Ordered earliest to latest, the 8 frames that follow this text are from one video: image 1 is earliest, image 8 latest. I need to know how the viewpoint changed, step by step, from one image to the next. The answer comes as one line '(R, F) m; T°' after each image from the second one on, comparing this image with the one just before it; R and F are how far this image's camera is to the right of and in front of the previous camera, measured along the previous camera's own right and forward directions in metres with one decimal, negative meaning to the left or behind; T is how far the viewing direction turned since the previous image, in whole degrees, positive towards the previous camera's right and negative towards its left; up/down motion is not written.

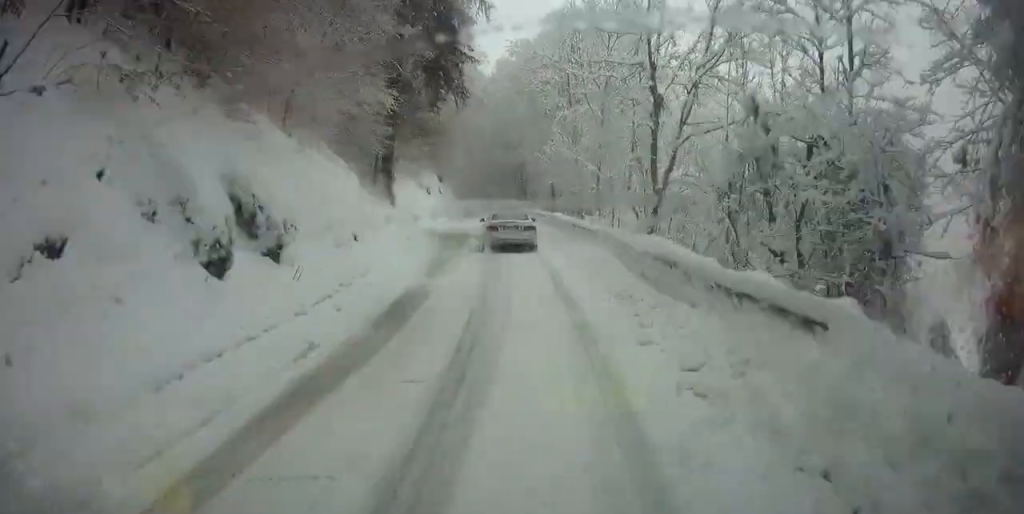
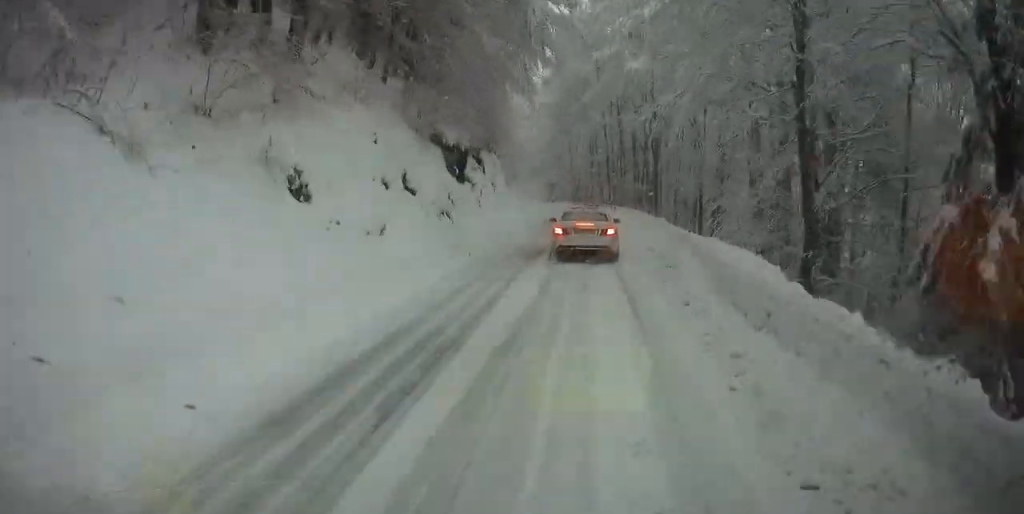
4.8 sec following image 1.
(-3.7, +37.8) m; -8°
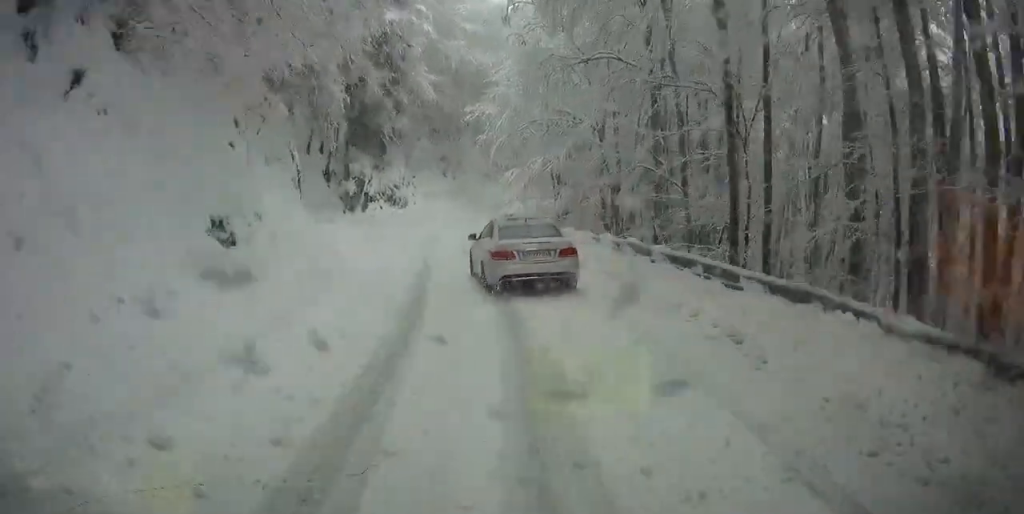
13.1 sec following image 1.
(-3.4, +53.9) m; -5°
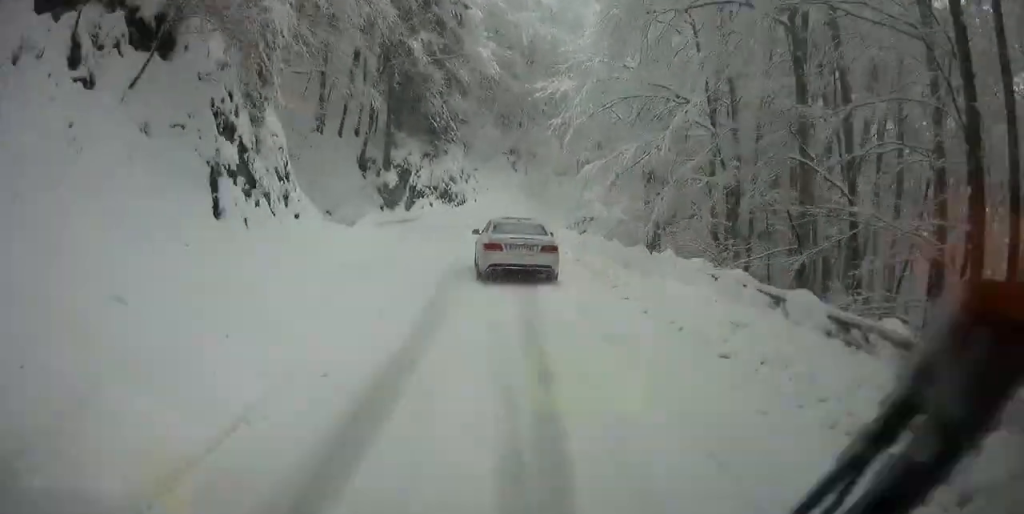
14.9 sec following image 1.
(-0.5, +10.8) m; 0°
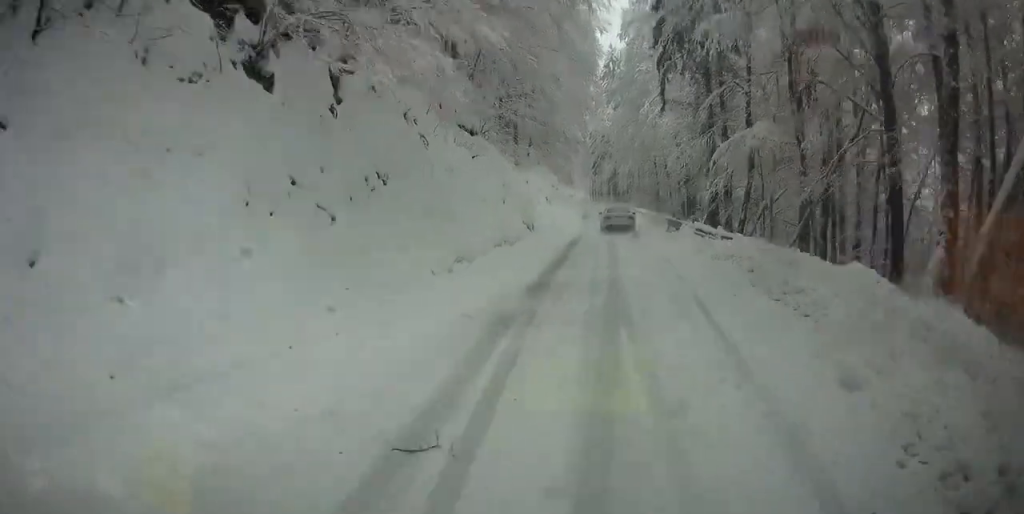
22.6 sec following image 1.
(+3.9, +49.0) m; +5°
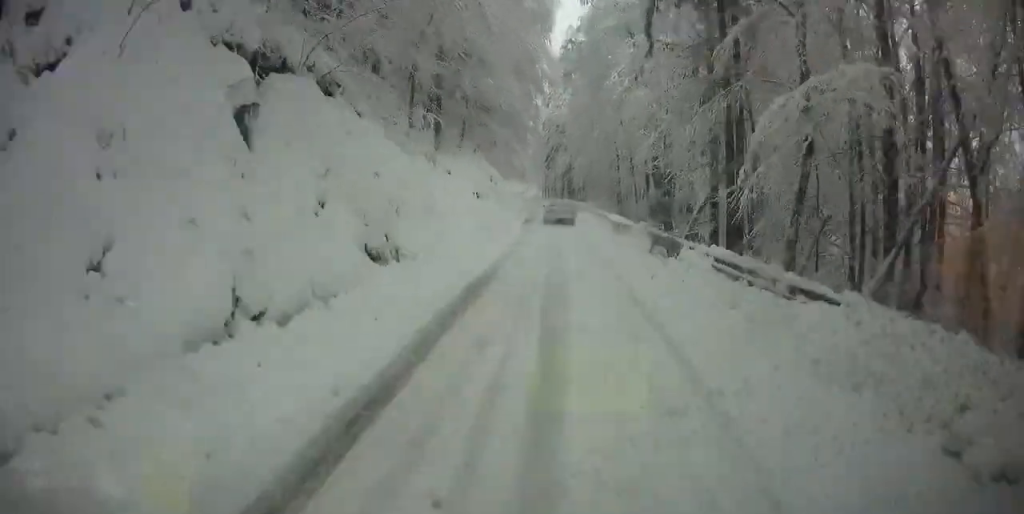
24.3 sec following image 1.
(-0.1, +12.5) m; -1°
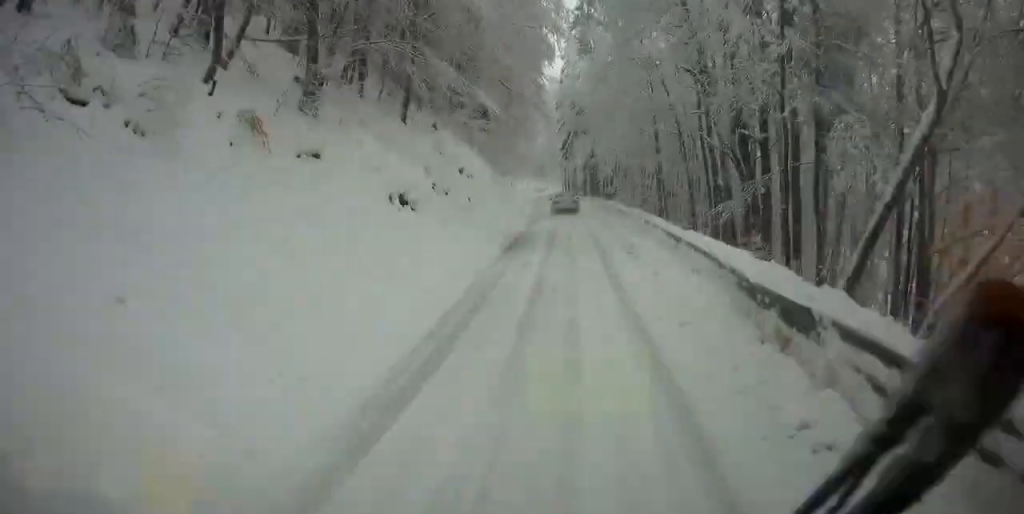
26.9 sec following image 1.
(0.0, +18.5) m; -1°
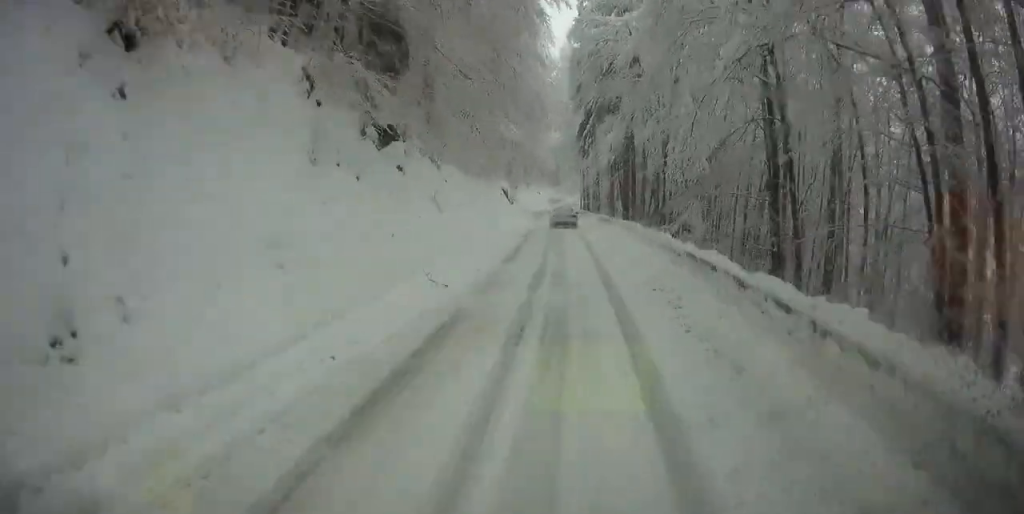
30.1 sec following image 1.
(-0.6, +26.5) m; -1°
